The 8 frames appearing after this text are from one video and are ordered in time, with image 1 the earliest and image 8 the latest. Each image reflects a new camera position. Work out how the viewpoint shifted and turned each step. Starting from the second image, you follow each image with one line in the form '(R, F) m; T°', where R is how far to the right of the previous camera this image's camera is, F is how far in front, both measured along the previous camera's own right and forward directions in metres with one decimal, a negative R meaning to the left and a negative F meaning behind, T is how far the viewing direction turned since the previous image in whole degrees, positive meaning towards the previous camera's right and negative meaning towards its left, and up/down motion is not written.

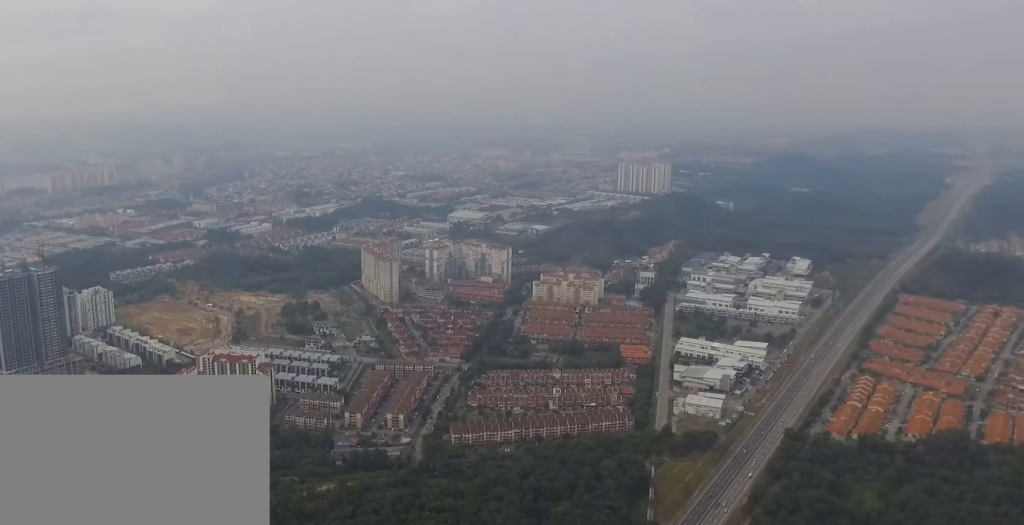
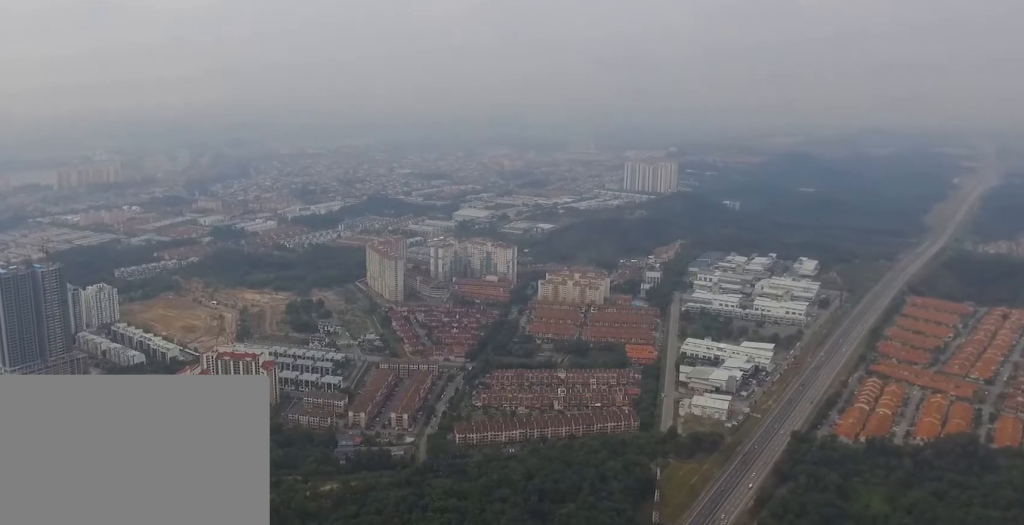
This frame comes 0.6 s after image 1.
(0.0, +1.4) m; 0°
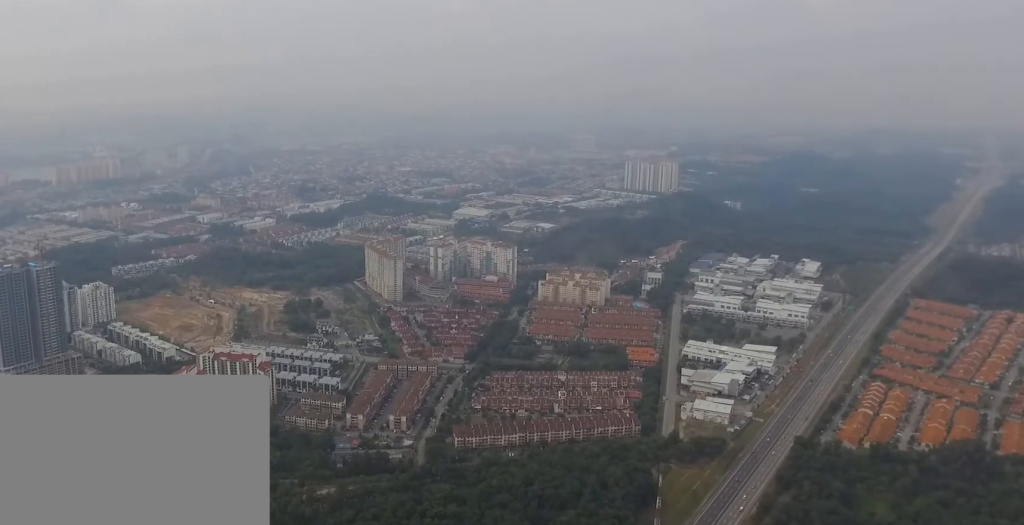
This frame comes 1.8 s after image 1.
(0.0, +2.4) m; 0°
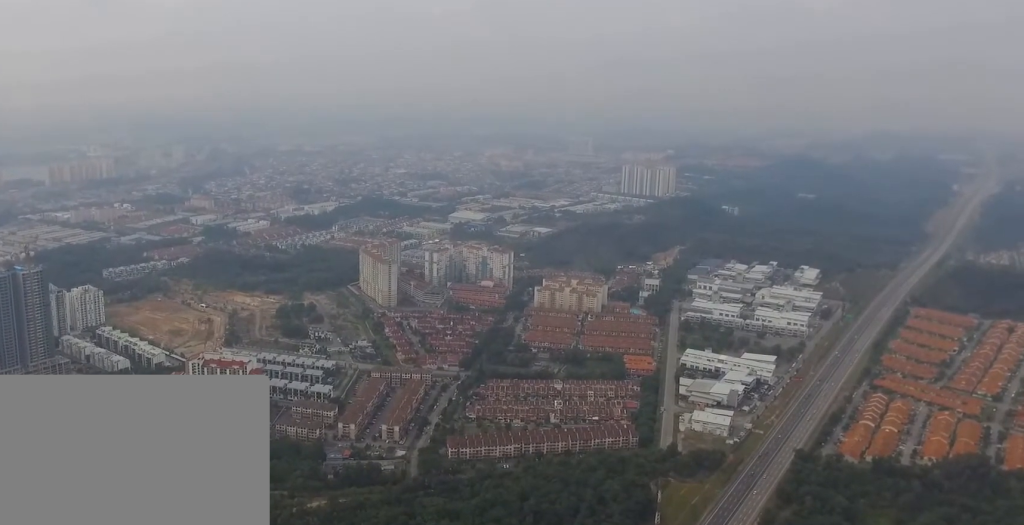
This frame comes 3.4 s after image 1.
(0.0, +3.5) m; 0°
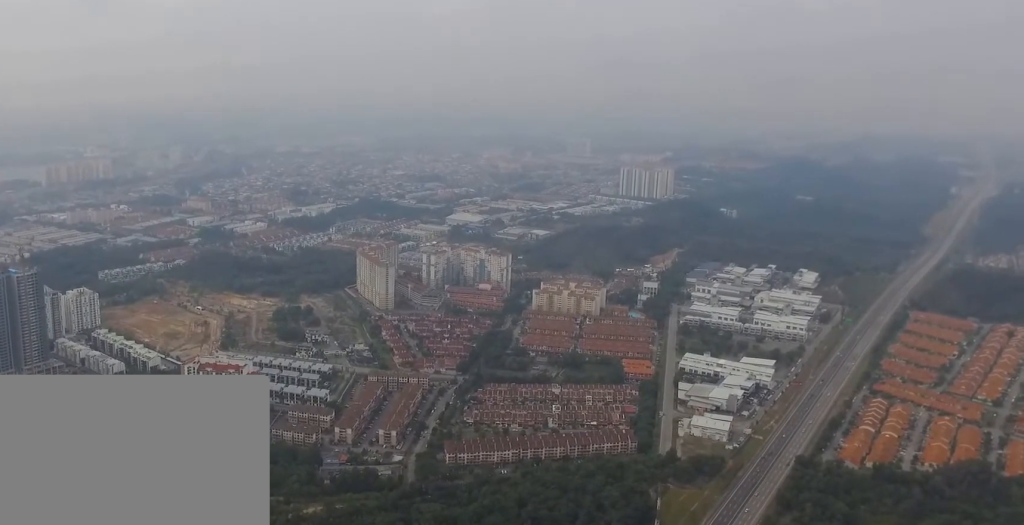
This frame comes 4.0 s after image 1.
(0.0, +1.3) m; 0°
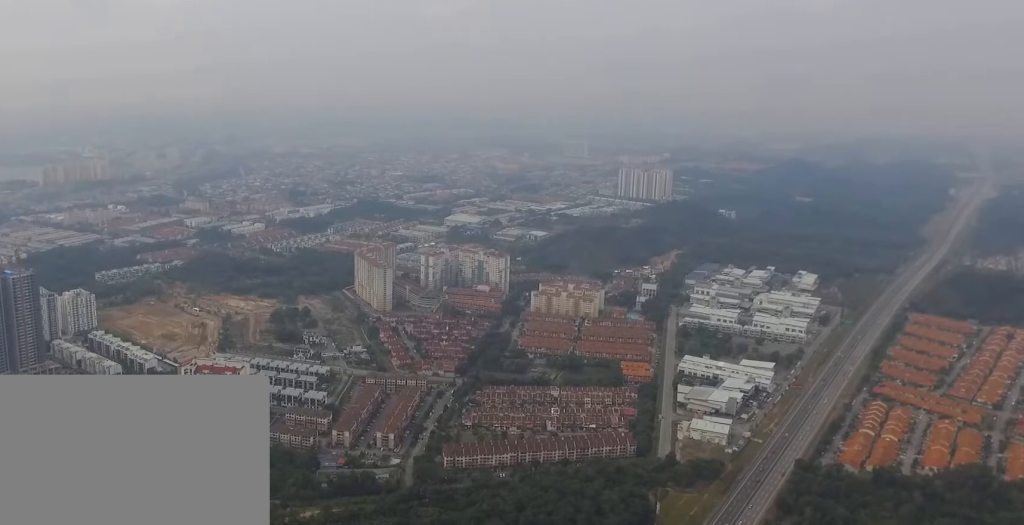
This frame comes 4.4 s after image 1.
(0.0, +1.0) m; 0°
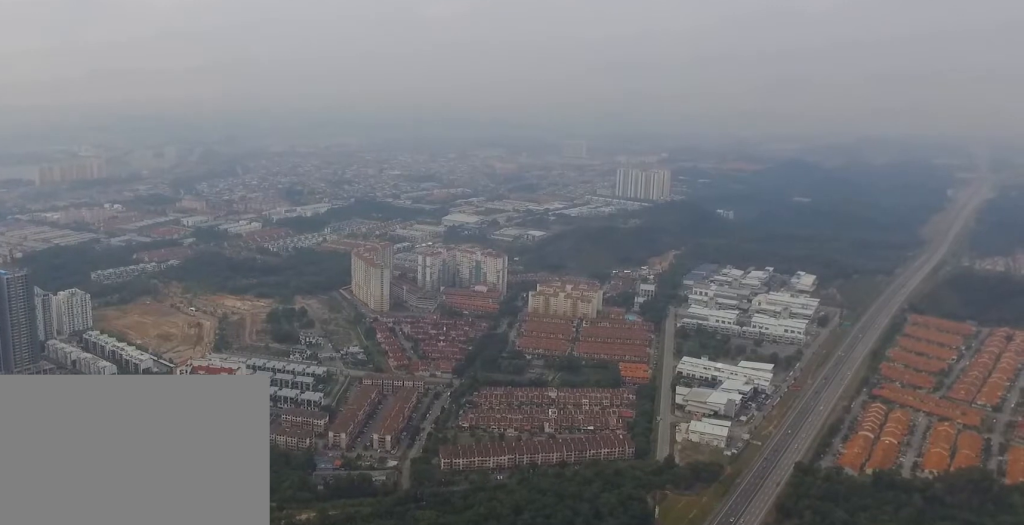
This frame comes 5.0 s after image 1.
(0.0, +1.1) m; 0°
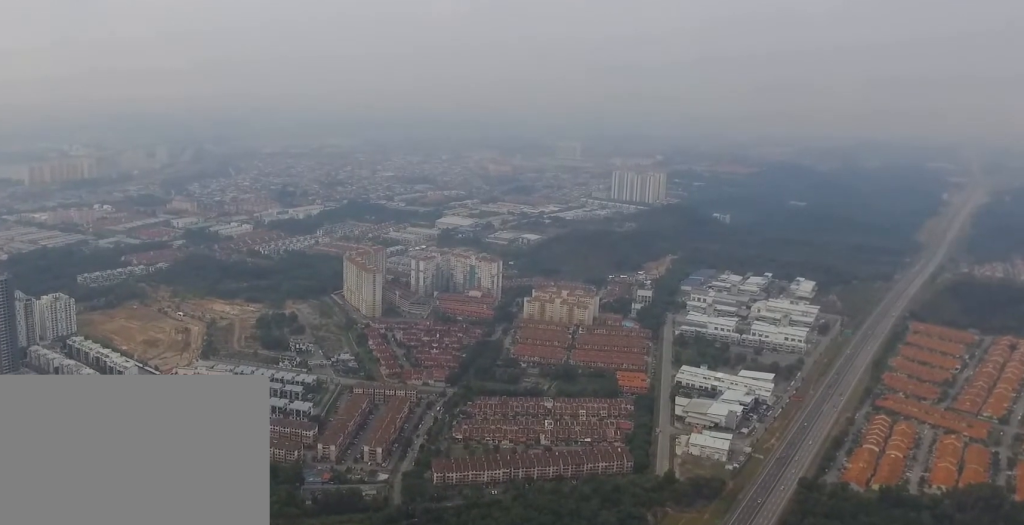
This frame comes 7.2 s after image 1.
(0.0, +4.8) m; 0°
